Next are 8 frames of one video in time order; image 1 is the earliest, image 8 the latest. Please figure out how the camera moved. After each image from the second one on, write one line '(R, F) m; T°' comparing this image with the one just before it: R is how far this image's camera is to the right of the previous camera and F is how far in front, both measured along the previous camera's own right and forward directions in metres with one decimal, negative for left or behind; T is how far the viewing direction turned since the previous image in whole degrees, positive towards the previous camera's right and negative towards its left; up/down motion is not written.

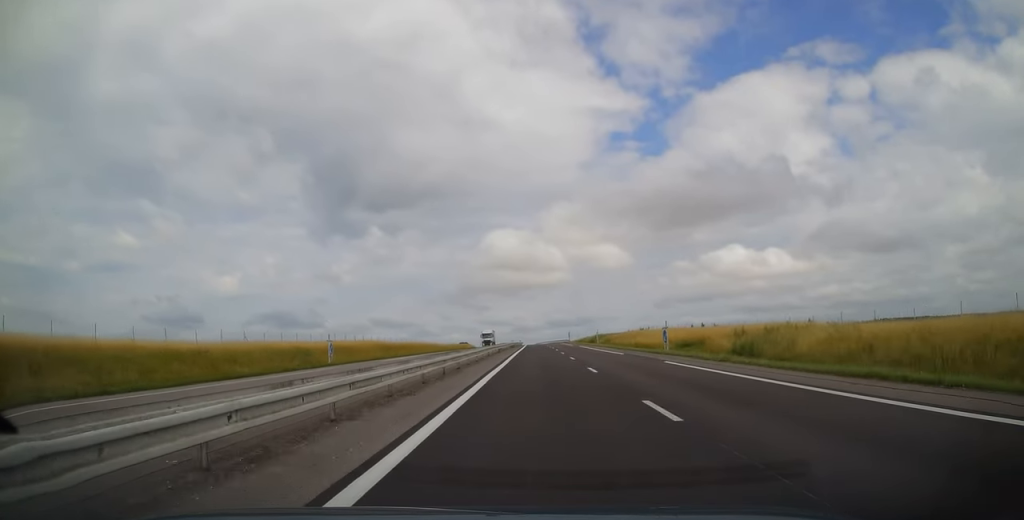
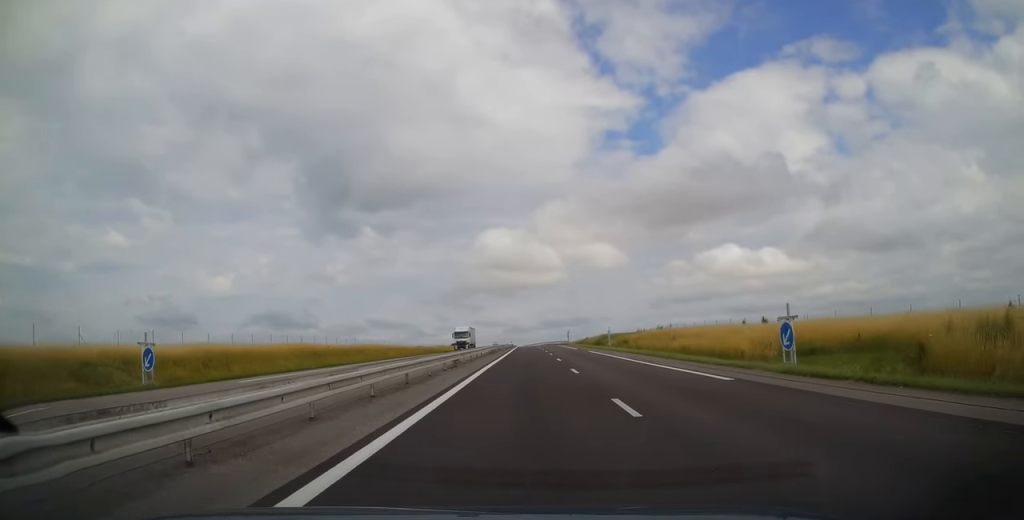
(+0.1, +23.7) m; 0°
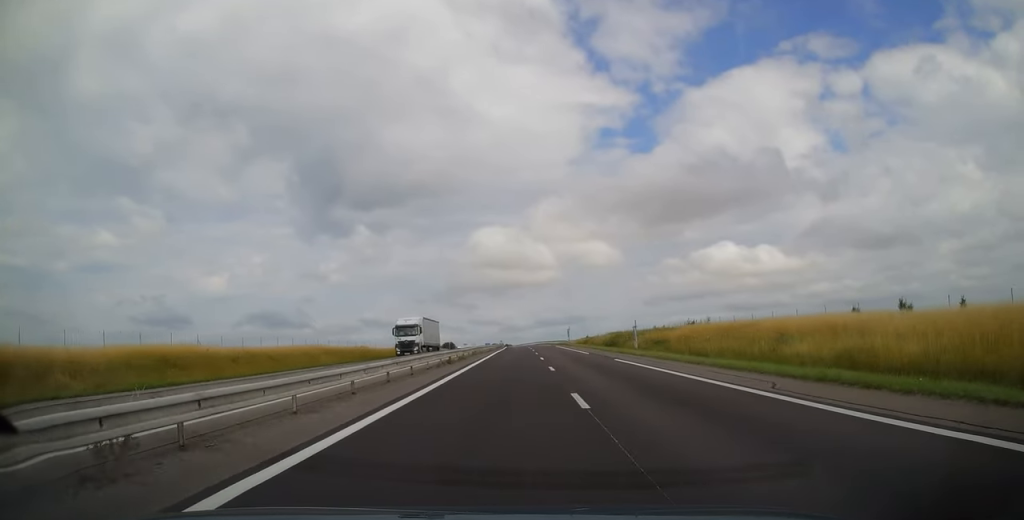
(+0.2, +23.2) m; 0°
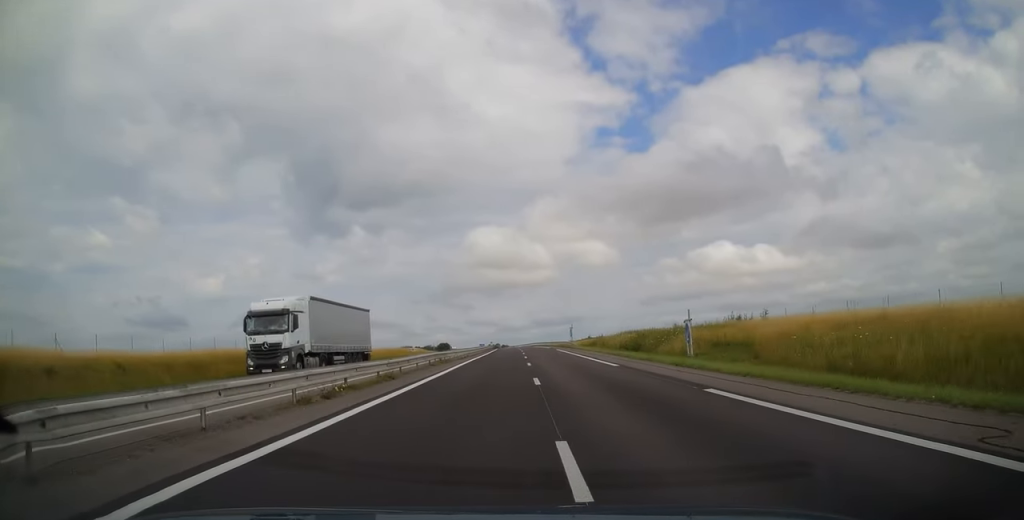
(-0.2, +18.2) m; 0°
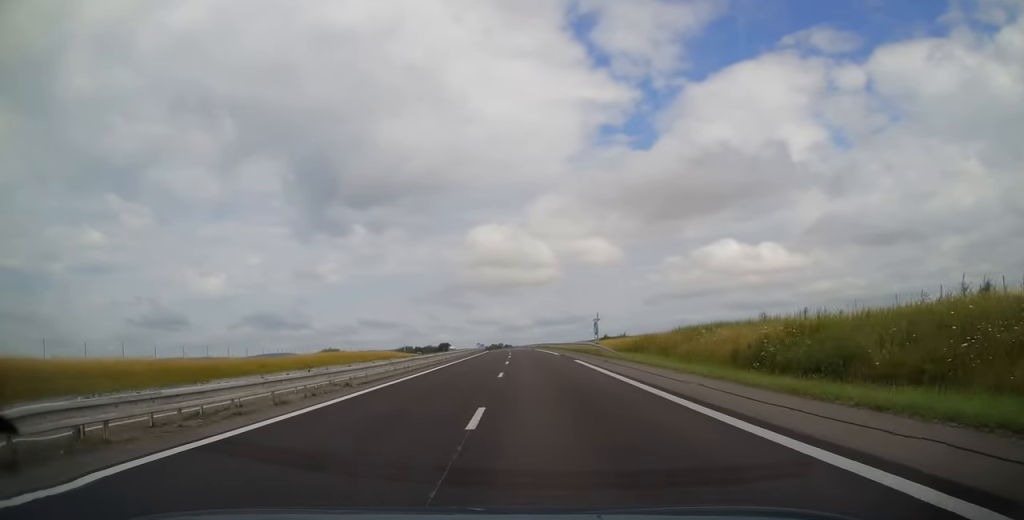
(-0.2, +32.5) m; -1°
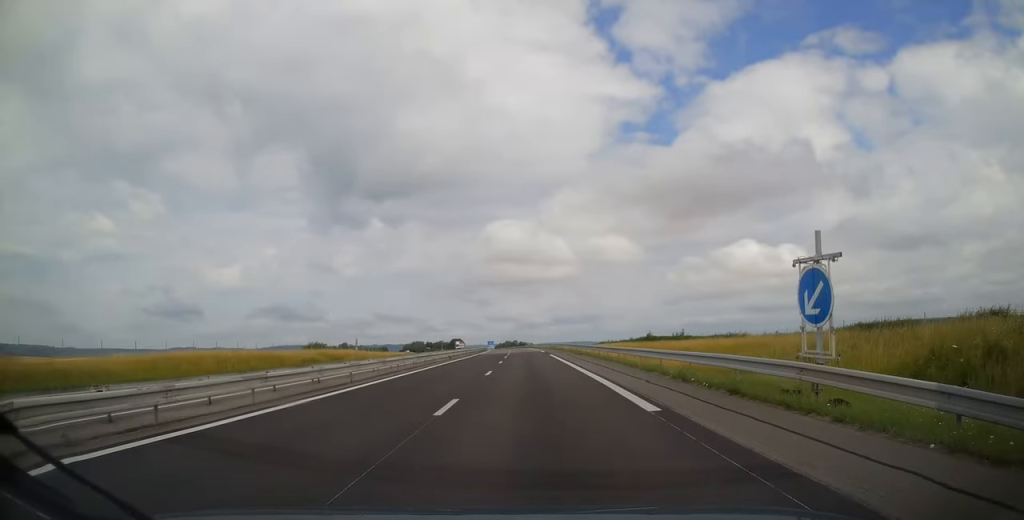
(-0.5, +35.0) m; -2°
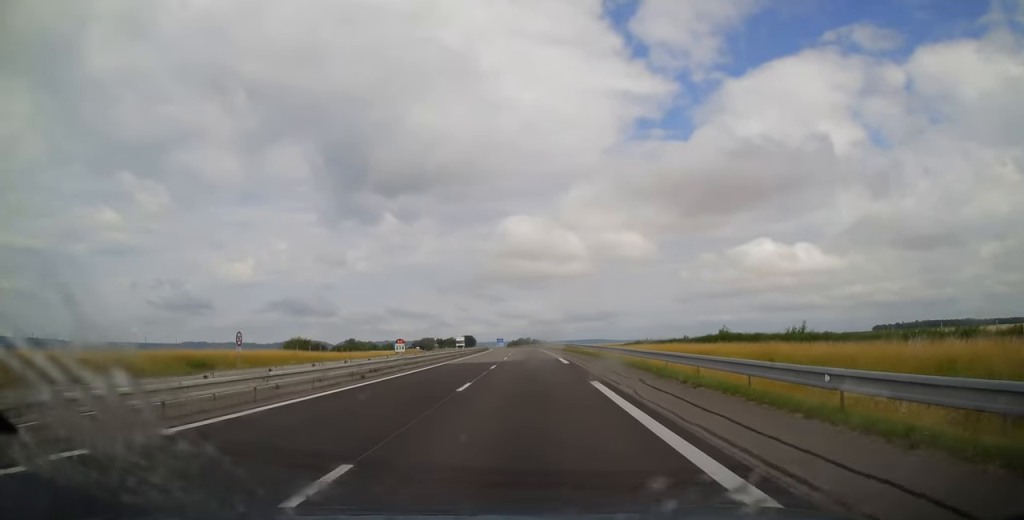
(-0.6, +31.5) m; -2°
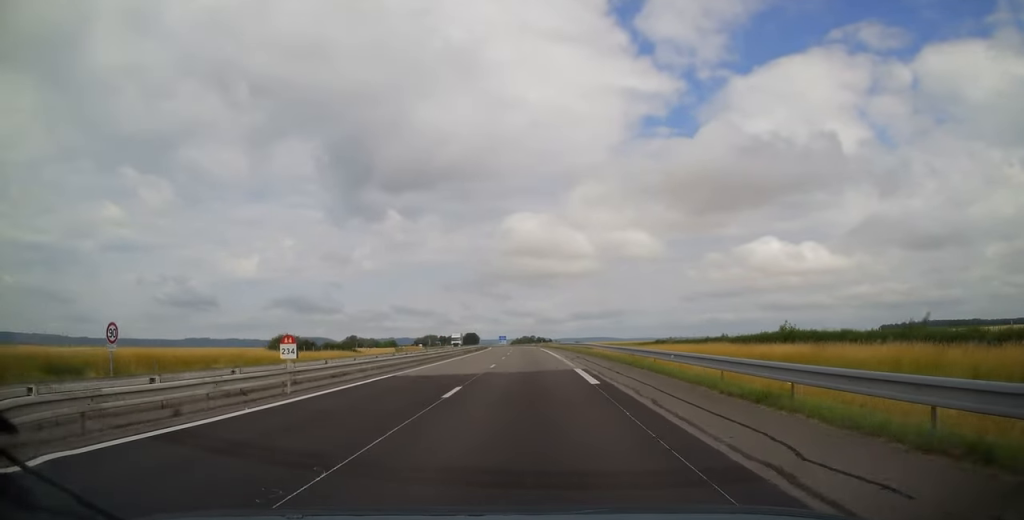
(-0.2, +14.3) m; 0°
